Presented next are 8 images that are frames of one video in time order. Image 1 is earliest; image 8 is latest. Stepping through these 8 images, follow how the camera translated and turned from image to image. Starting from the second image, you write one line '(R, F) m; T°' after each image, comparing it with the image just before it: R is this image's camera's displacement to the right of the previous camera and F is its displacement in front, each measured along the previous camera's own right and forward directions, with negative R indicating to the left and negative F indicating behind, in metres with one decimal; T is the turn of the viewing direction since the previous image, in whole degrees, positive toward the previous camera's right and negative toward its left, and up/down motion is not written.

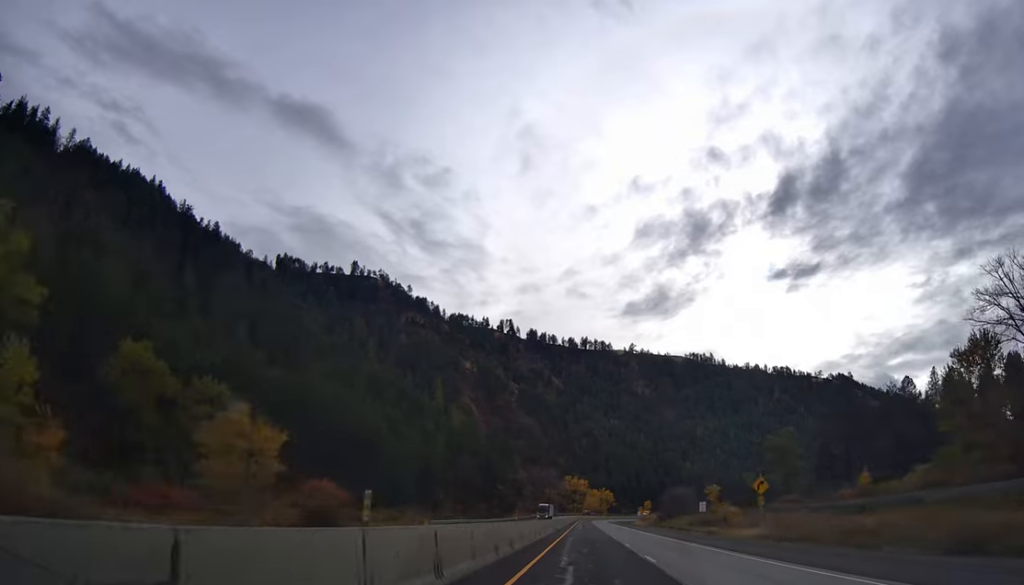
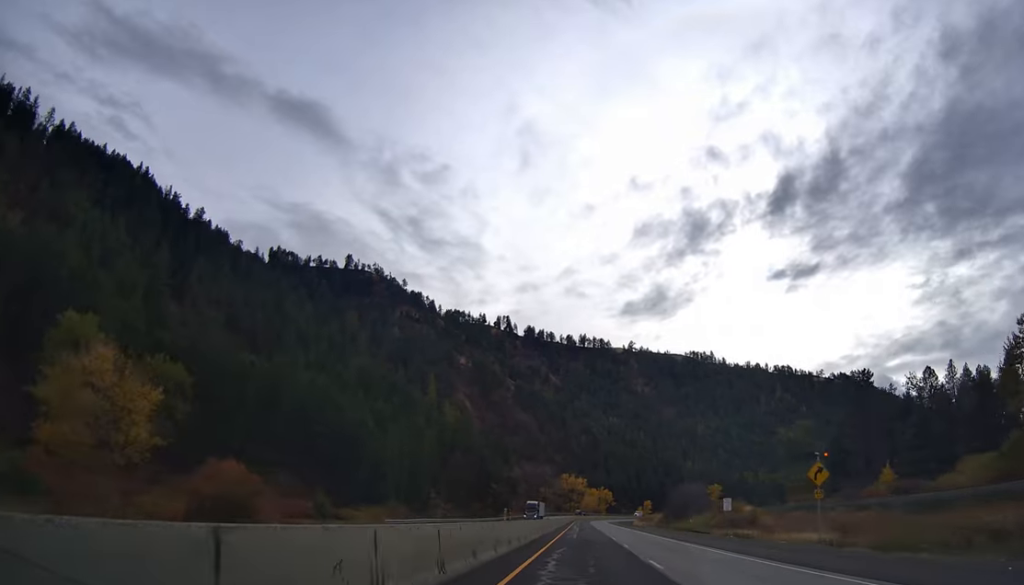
(+0.2, +14.6) m; 0°
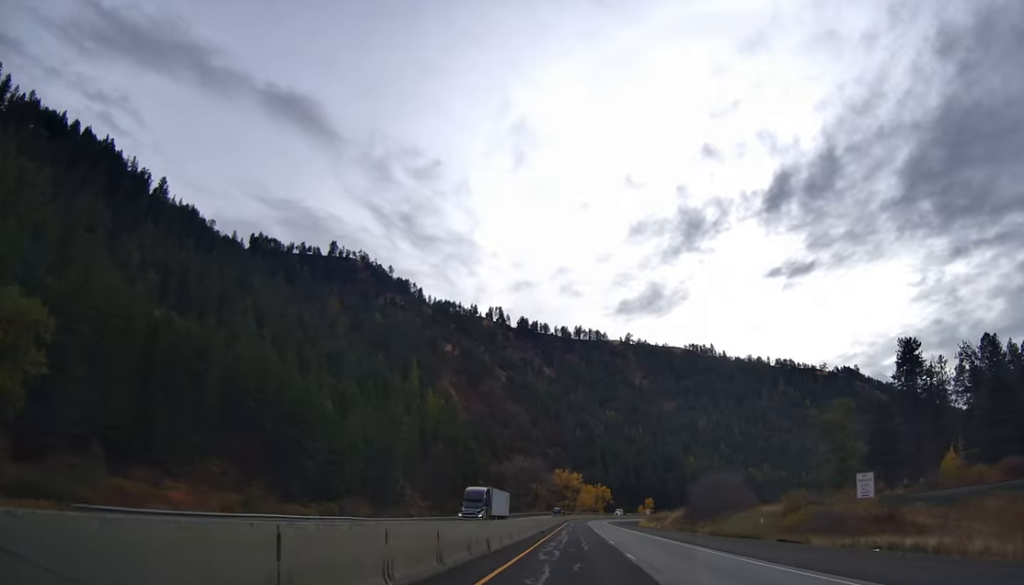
(+0.2, +32.6) m; 0°
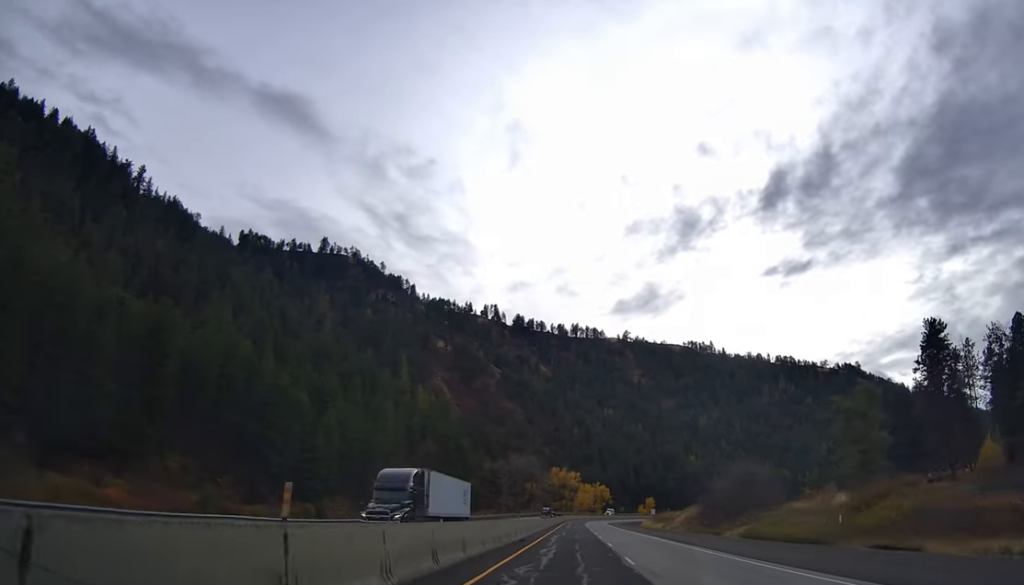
(-0.4, +14.6) m; 0°
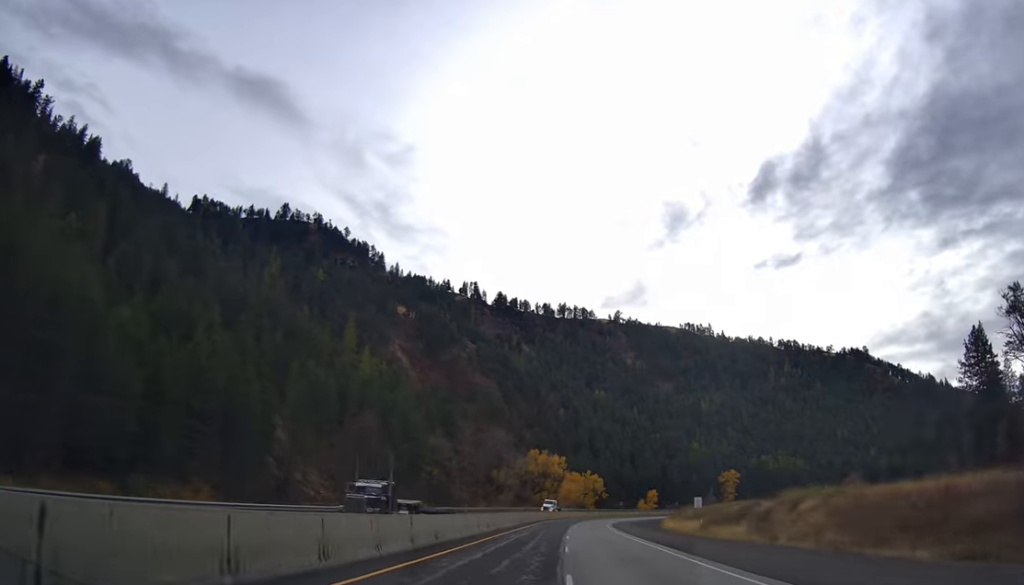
(+1.8, +67.5) m; +2°
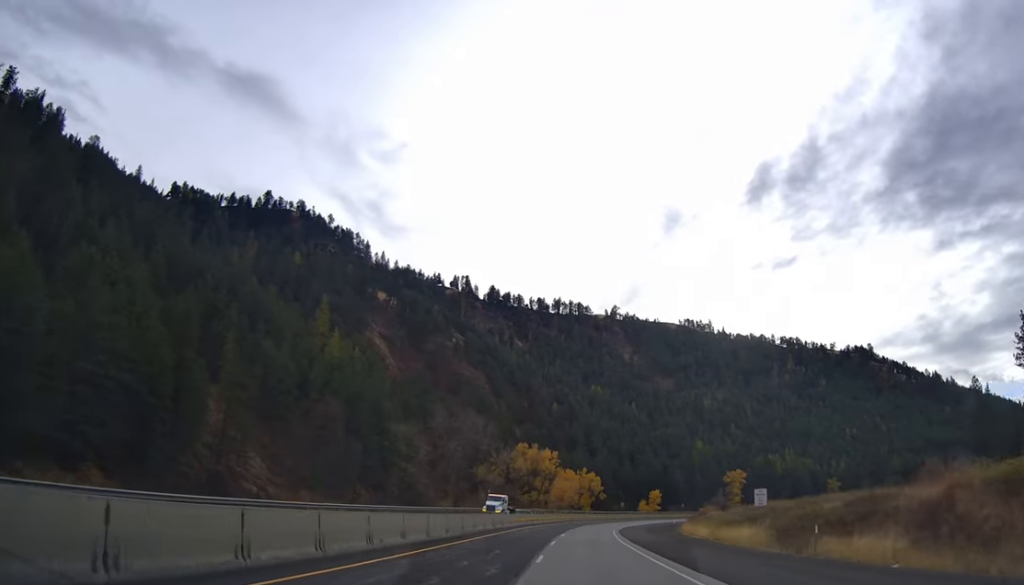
(-0.1, +29.0) m; +1°
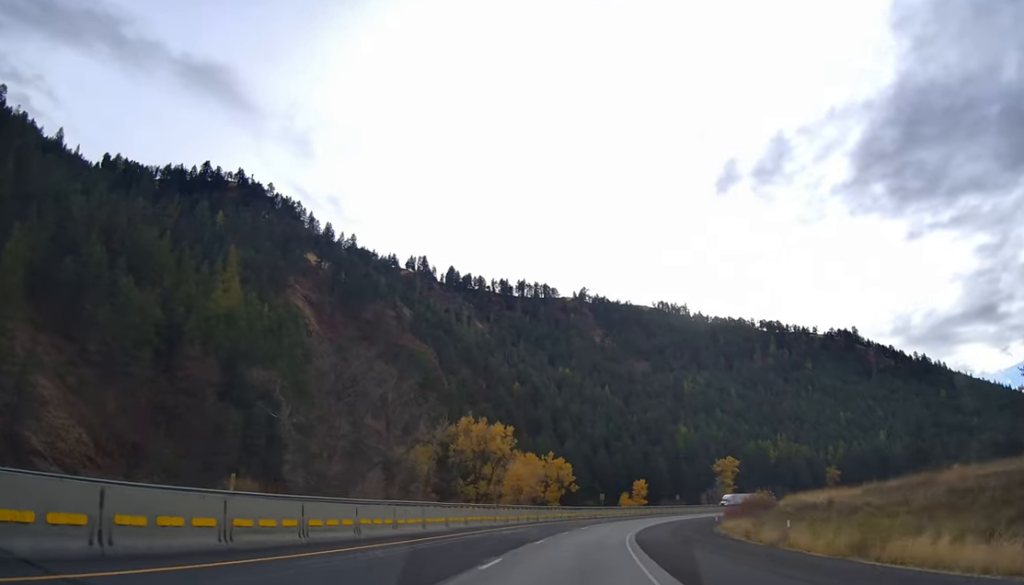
(+0.9, +53.8) m; +1°
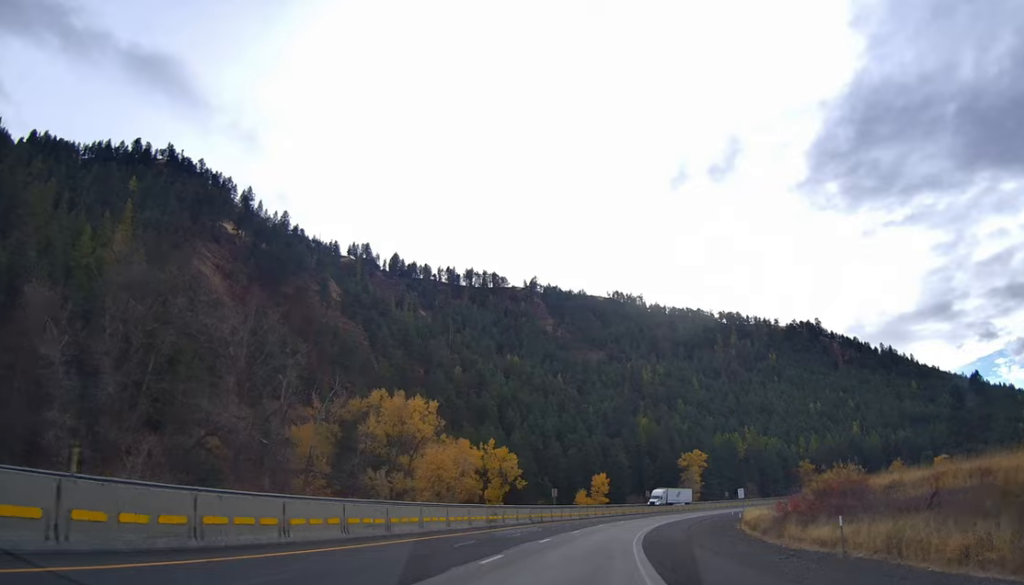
(-0.1, +36.4) m; +1°
